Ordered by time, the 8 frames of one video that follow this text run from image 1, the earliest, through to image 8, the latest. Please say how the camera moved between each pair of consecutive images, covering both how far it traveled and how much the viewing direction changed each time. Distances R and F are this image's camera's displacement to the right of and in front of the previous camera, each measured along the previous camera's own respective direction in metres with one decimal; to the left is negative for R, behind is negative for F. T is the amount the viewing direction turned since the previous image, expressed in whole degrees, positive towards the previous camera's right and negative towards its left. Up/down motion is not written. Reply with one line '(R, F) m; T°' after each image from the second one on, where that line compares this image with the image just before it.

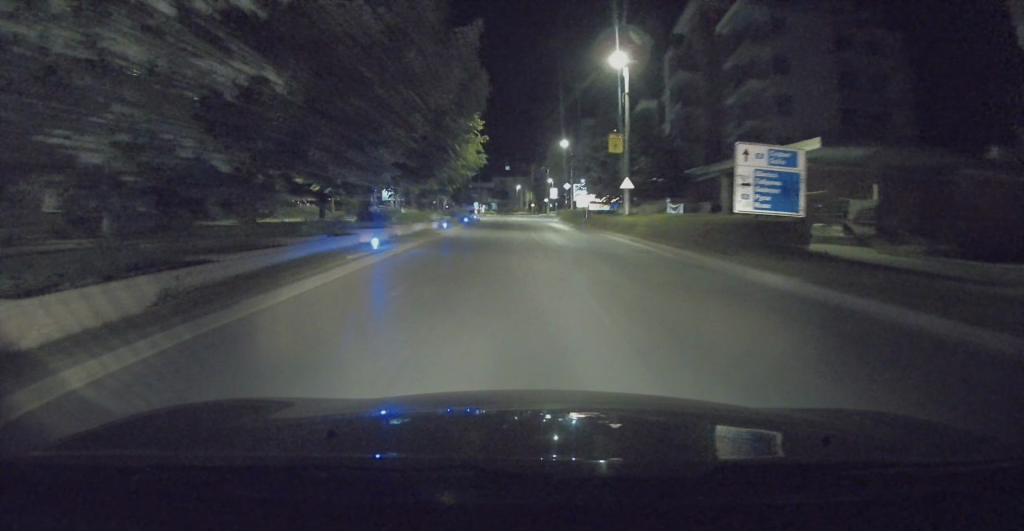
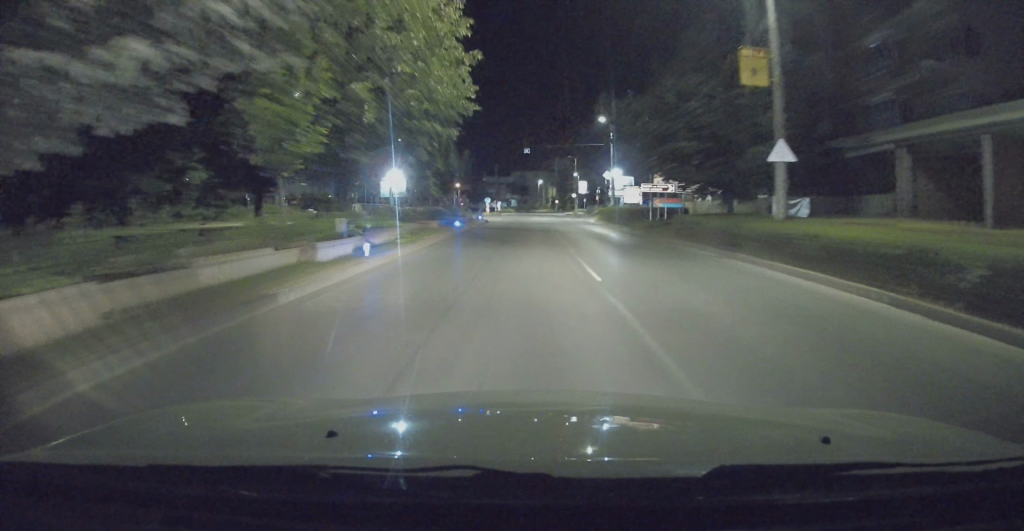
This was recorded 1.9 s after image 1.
(0.0, +17.5) m; 0°
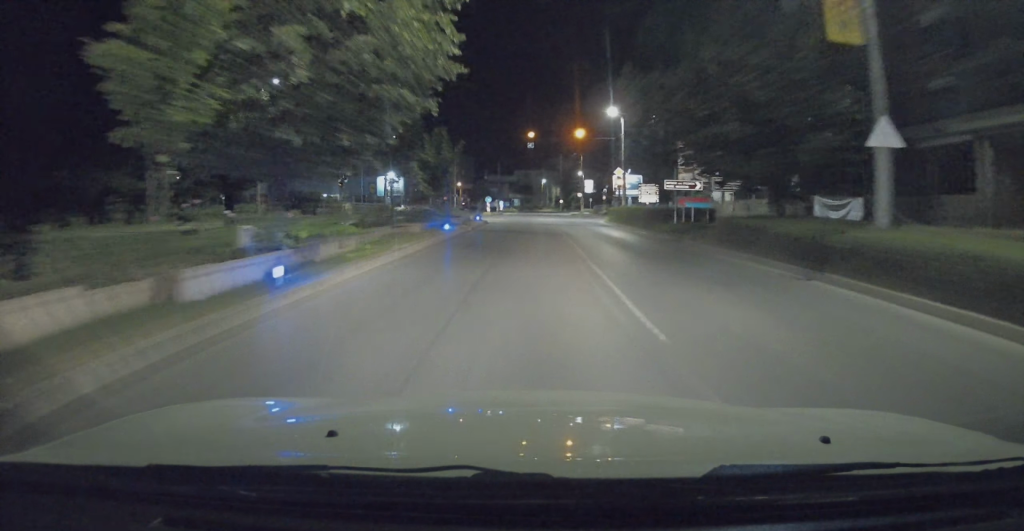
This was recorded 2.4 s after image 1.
(0.0, +4.5) m; -1°
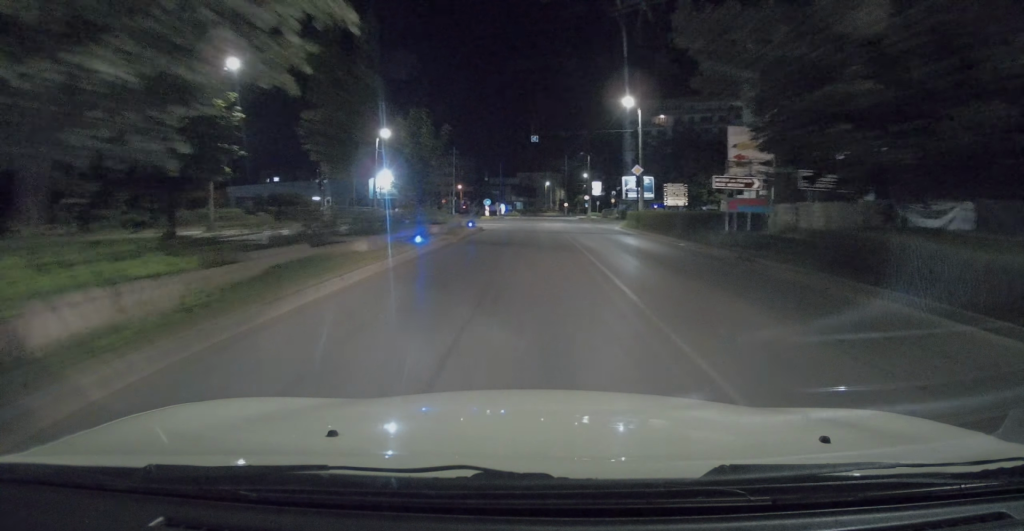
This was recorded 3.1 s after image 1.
(+0.1, +6.5) m; -2°
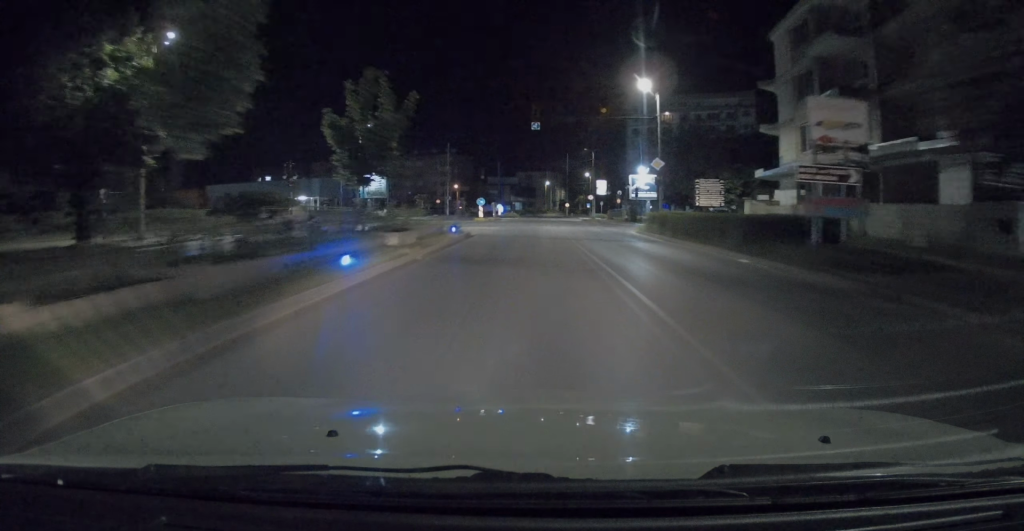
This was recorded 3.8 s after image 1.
(-0.3, +6.3) m; -2°
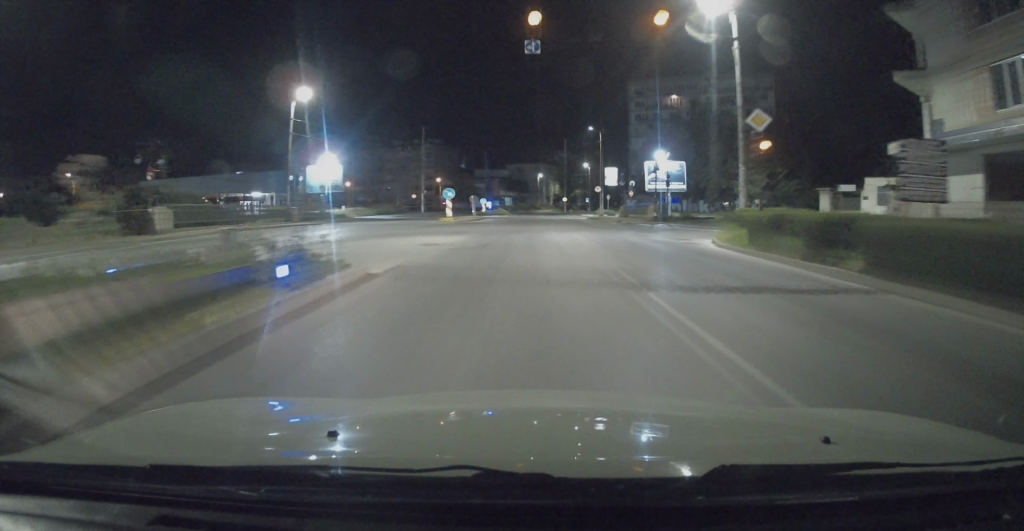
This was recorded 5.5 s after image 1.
(-0.3, +15.6) m; 0°
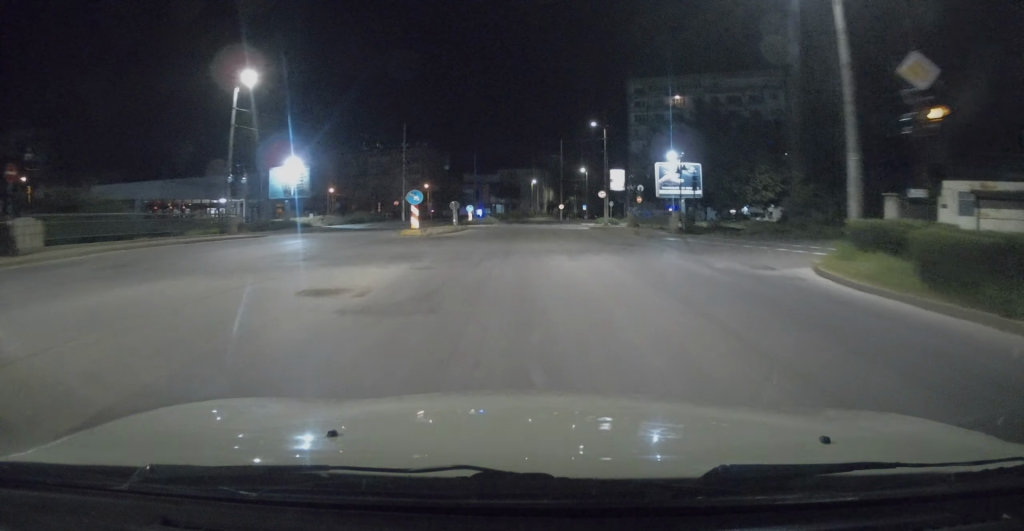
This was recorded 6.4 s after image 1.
(0.0, +8.3) m; +2°
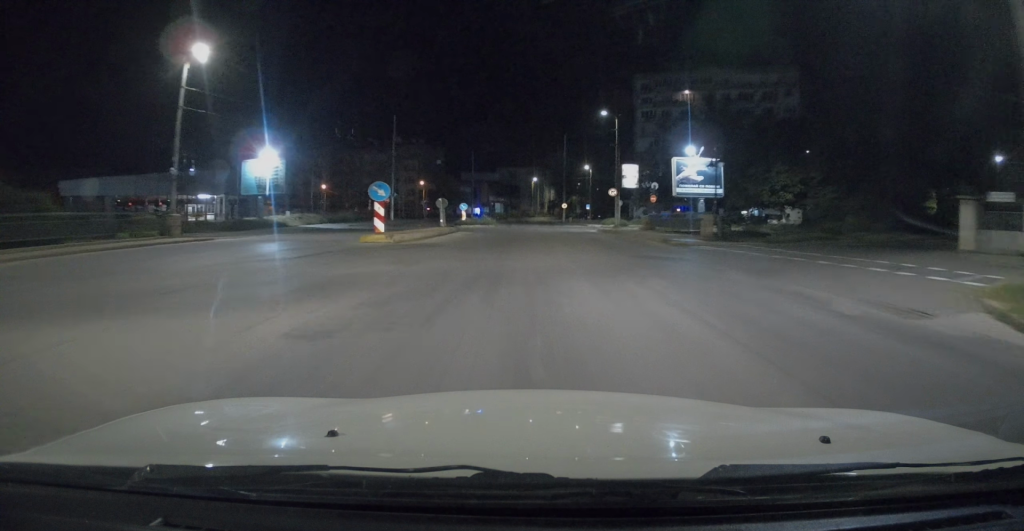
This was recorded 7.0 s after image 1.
(+0.3, +6.1) m; 0°
